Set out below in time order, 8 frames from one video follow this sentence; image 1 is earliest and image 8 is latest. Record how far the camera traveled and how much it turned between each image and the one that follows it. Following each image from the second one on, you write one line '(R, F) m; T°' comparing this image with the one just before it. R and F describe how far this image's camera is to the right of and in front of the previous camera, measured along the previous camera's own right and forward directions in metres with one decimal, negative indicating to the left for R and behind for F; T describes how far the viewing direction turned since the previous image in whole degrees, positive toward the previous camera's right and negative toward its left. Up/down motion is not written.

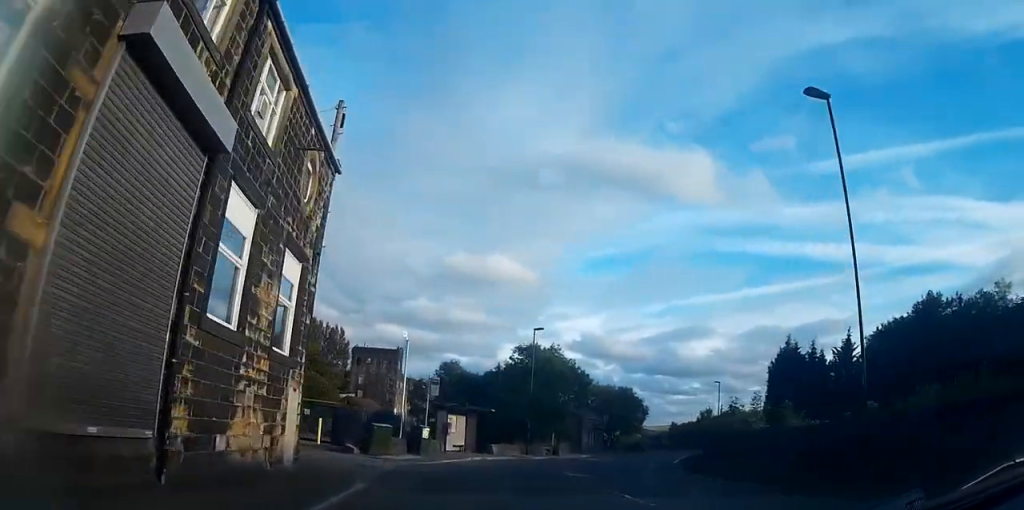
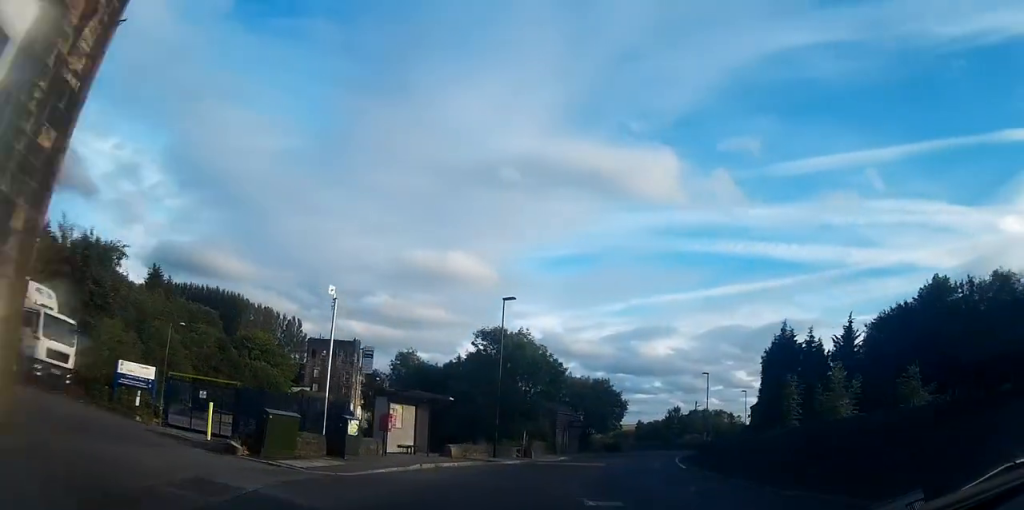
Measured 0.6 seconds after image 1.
(+0.1, +8.2) m; +4°
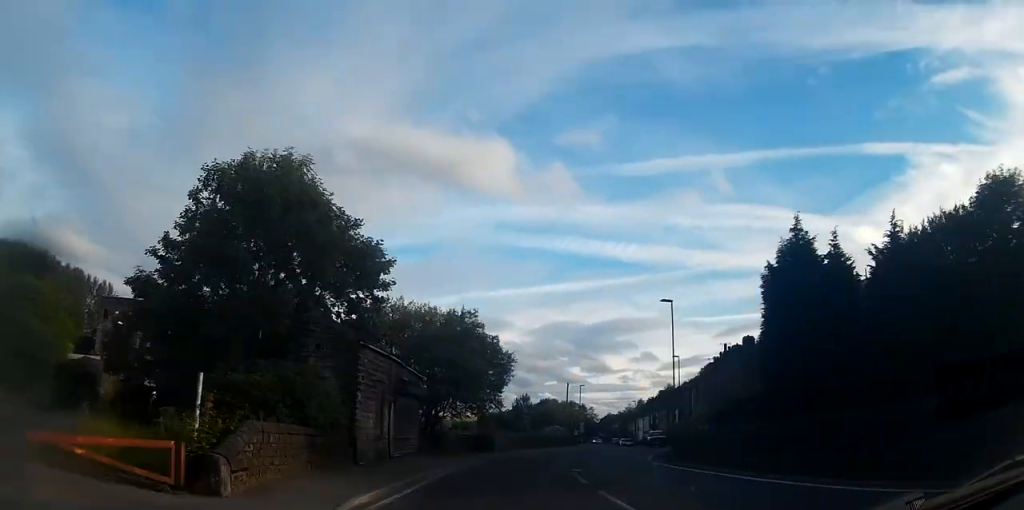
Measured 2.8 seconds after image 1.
(+5.0, +31.9) m; +17°
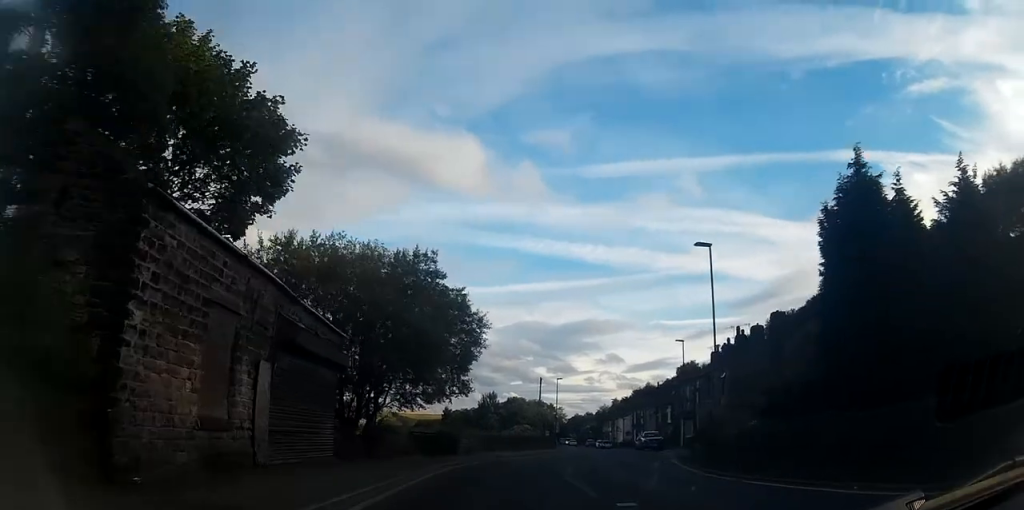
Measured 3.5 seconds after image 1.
(+0.4, +10.3) m; +4°
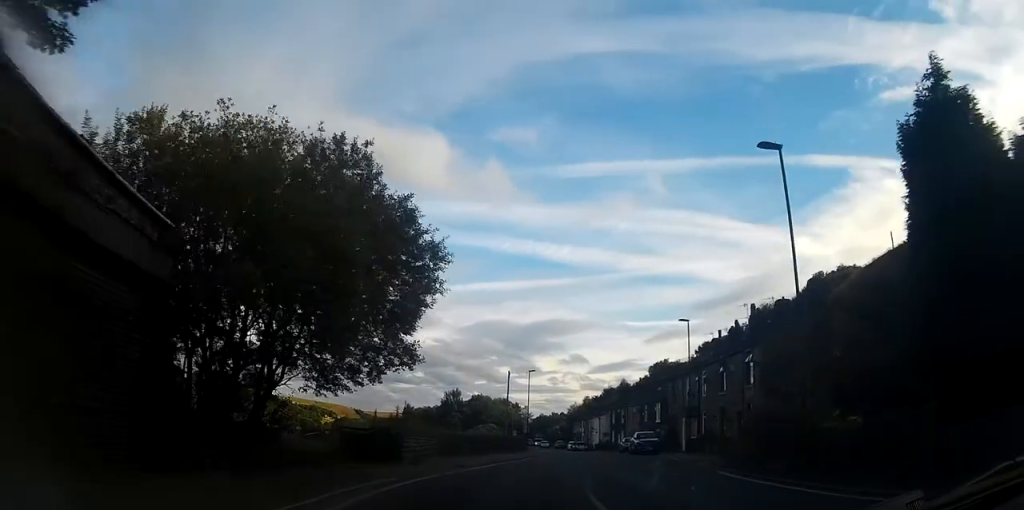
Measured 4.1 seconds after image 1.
(+0.1, +8.9) m; +3°
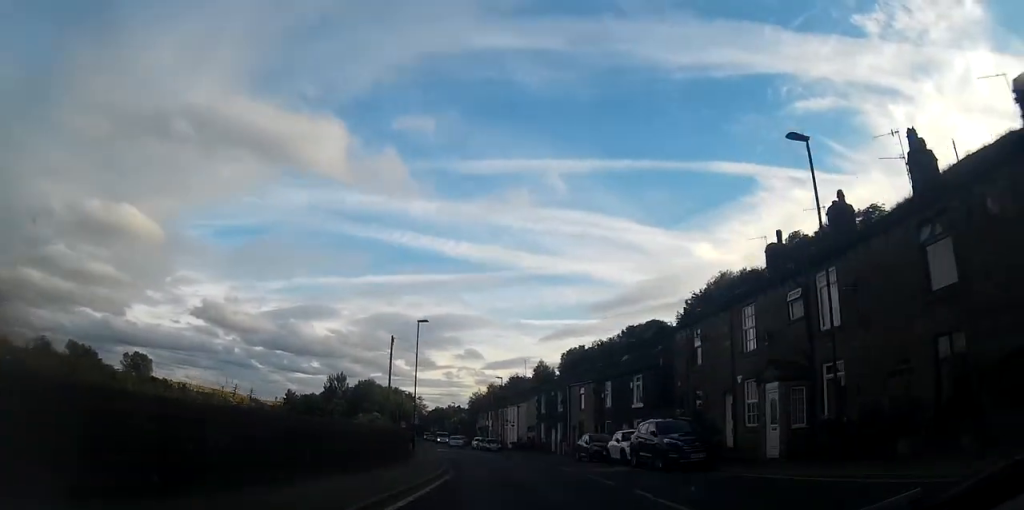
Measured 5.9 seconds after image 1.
(+1.9, +25.8) m; +6°
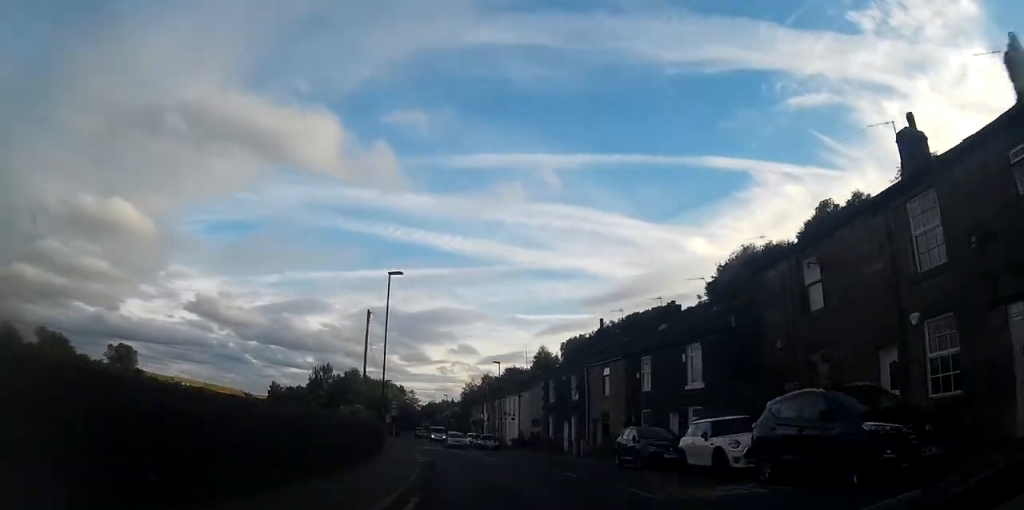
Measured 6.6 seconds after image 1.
(0.0, +10.7) m; -1°
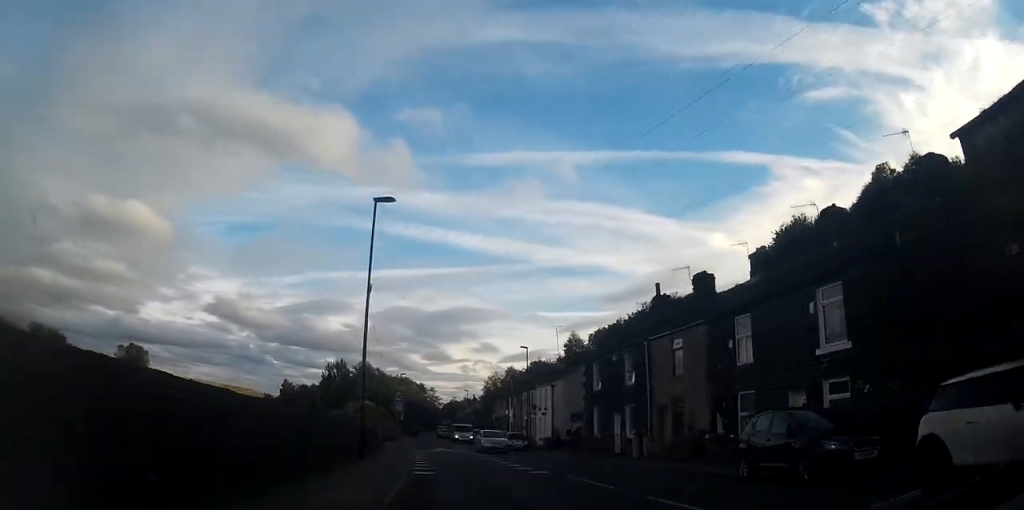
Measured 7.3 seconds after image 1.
(-0.1, +9.5) m; -1°
